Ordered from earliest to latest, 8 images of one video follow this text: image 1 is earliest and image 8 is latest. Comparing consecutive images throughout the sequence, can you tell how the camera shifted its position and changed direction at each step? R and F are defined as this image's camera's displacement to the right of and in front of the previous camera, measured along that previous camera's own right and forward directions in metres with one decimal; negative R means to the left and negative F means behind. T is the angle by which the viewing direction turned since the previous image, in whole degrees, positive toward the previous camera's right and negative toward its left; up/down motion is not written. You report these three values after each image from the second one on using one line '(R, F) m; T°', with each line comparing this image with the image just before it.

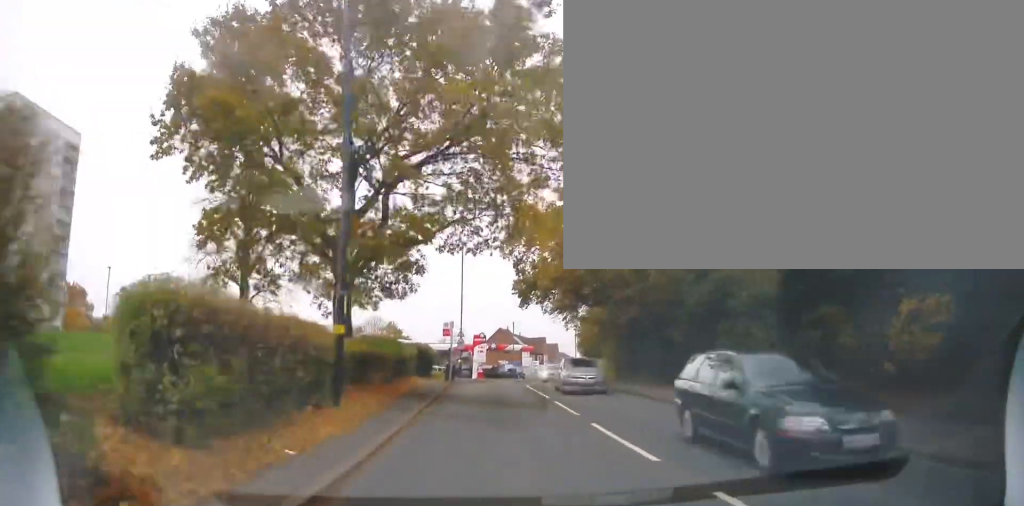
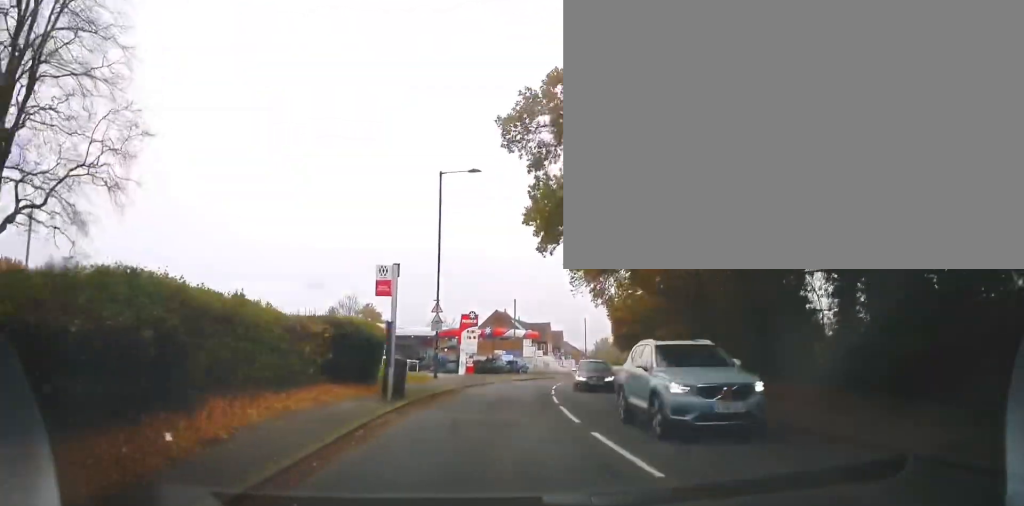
(-0.4, +19.7) m; -2°
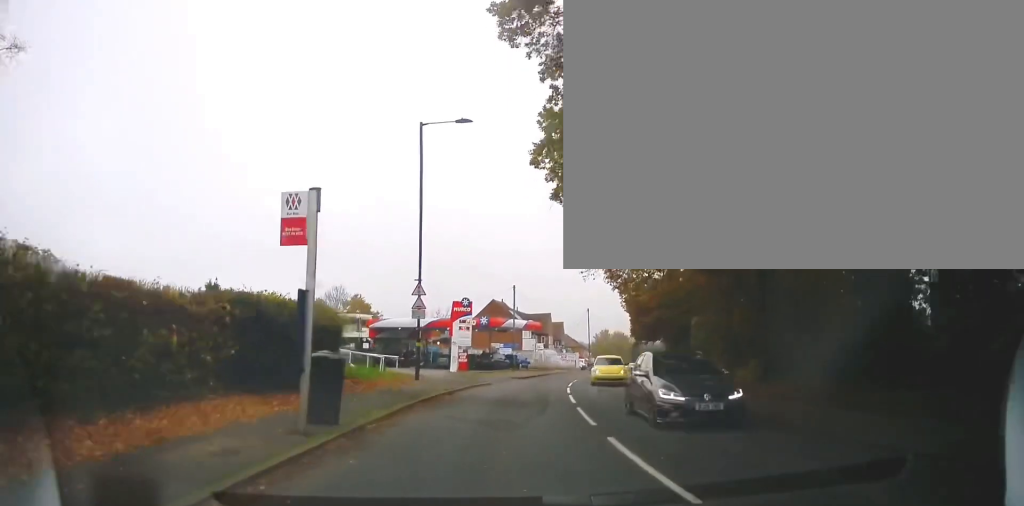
(+0.2, +7.2) m; 0°
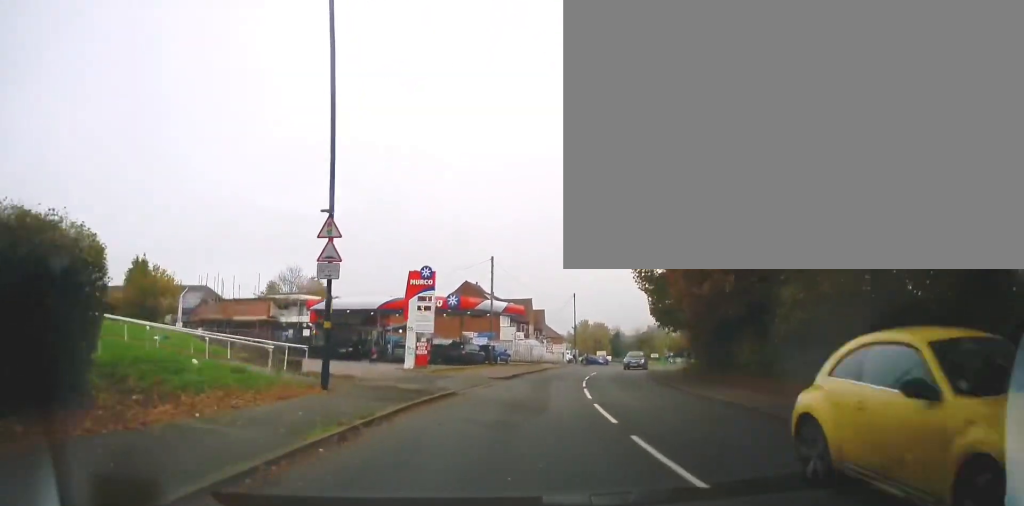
(0.0, +11.3) m; +2°
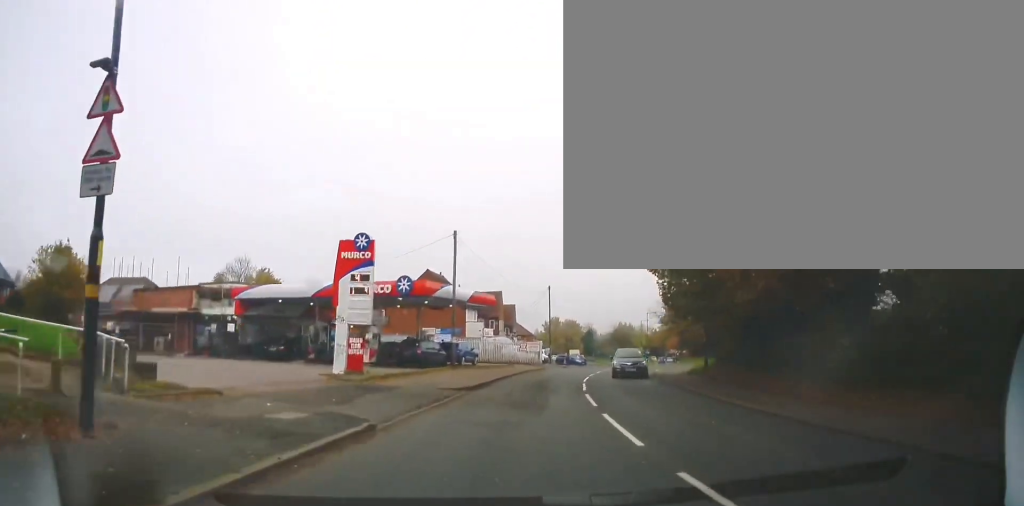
(+0.3, +8.8) m; +4°
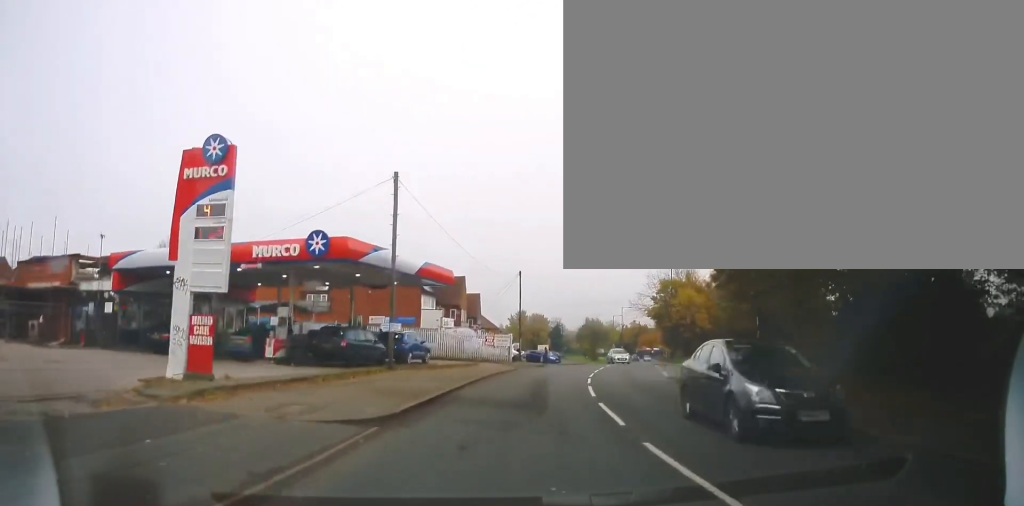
(+0.5, +9.9) m; +4°
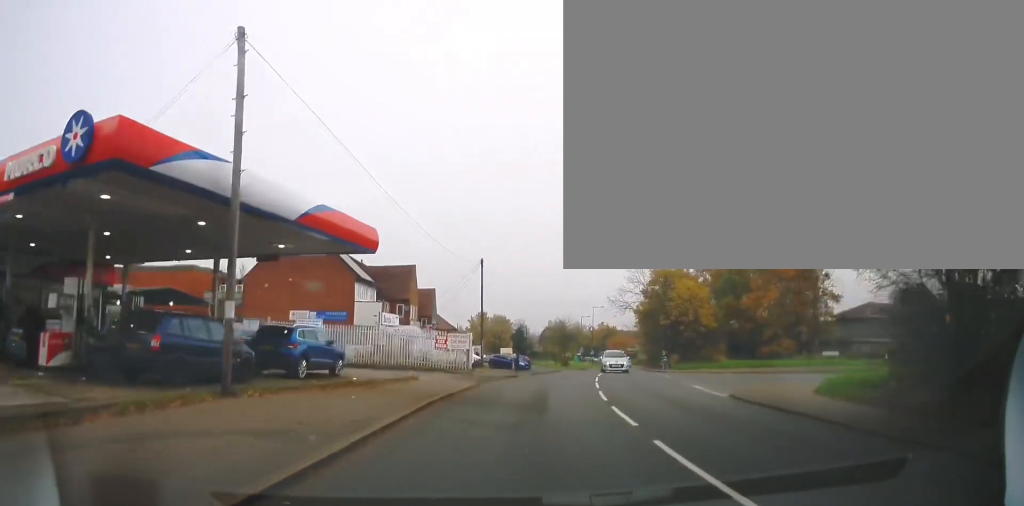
(+0.2, +12.5) m; +1°
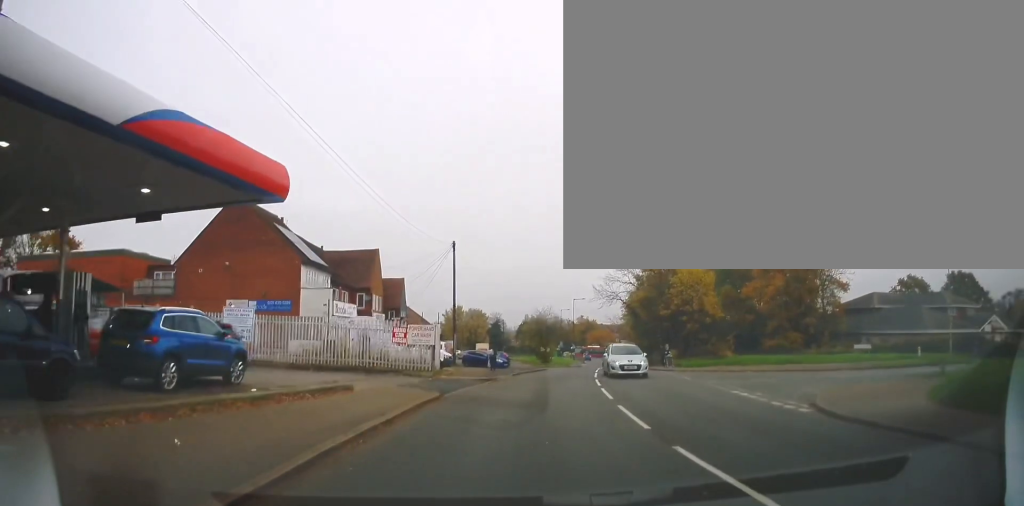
(0.0, +7.3) m; +4°
